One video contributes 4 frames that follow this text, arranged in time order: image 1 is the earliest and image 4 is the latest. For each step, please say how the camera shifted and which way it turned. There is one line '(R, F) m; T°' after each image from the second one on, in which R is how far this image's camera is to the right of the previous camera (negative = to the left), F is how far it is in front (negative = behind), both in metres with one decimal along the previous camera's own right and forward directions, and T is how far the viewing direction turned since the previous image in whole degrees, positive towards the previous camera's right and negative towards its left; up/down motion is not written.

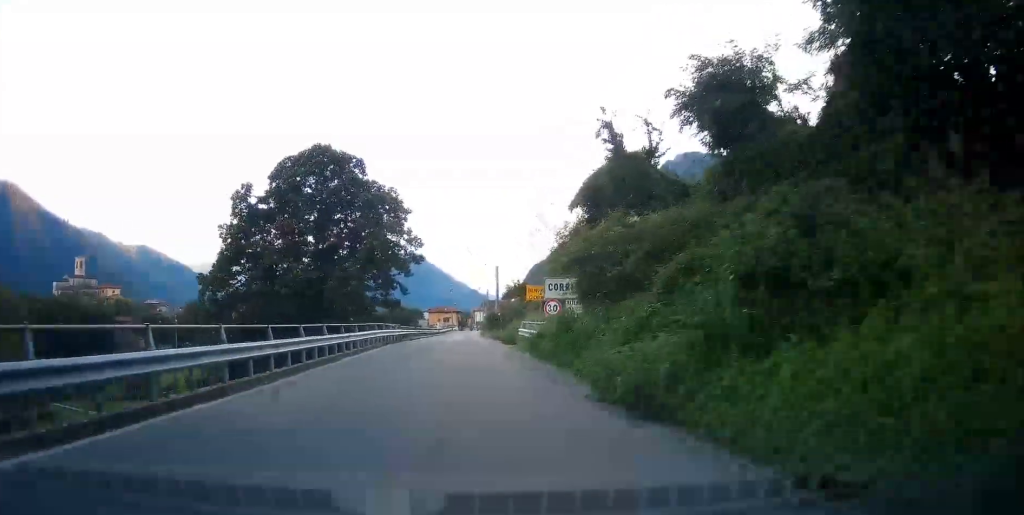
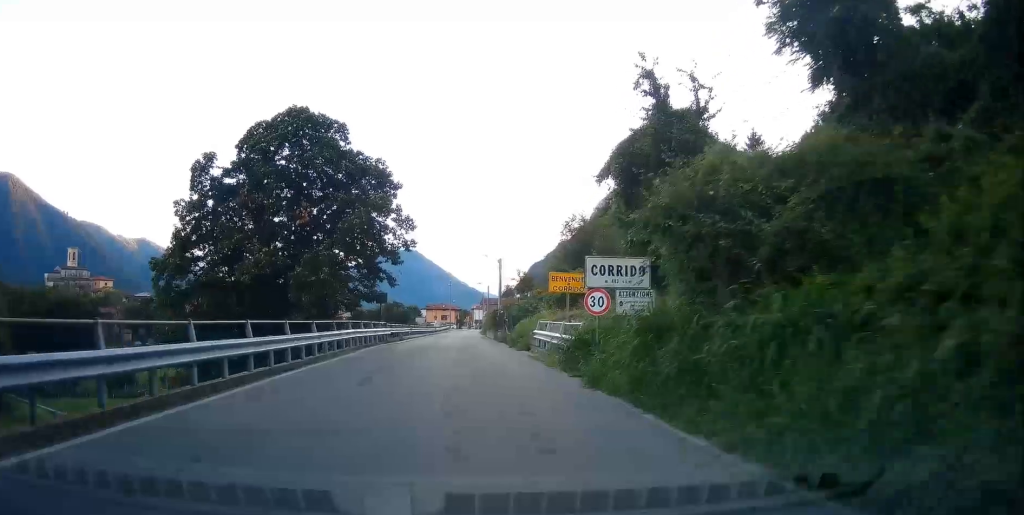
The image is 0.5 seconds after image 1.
(-0.5, +7.4) m; 0°
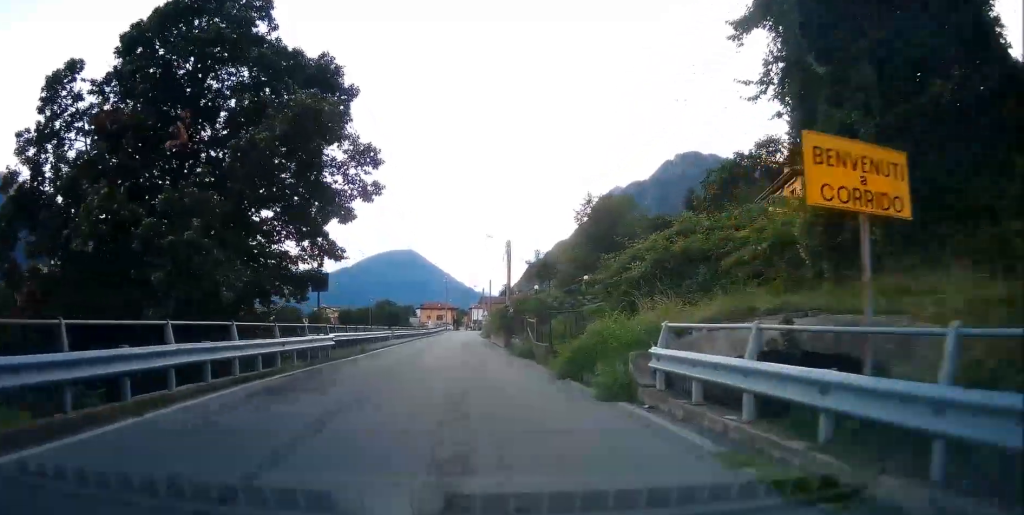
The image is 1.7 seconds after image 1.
(+0.4, +16.1) m; +9°
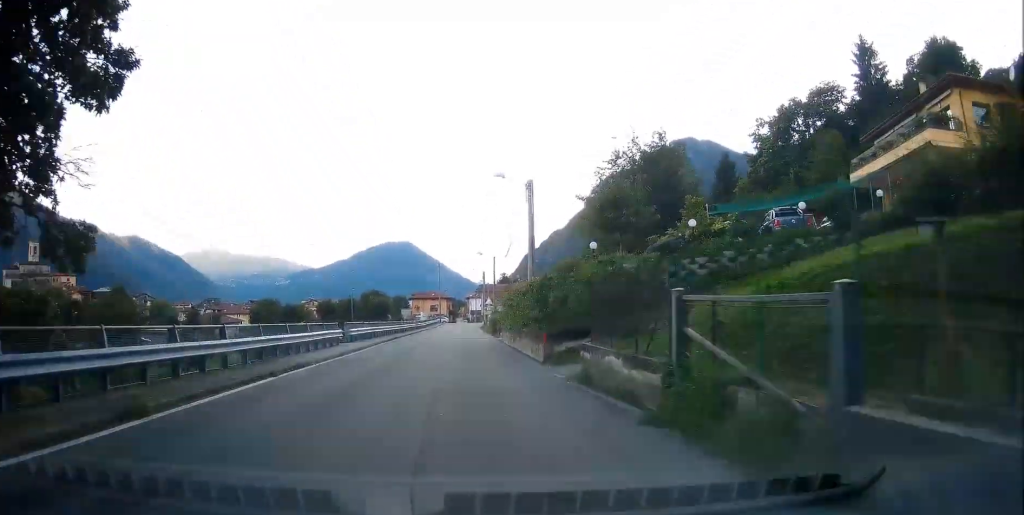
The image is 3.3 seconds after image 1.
(+1.1, +20.9) m; -2°
